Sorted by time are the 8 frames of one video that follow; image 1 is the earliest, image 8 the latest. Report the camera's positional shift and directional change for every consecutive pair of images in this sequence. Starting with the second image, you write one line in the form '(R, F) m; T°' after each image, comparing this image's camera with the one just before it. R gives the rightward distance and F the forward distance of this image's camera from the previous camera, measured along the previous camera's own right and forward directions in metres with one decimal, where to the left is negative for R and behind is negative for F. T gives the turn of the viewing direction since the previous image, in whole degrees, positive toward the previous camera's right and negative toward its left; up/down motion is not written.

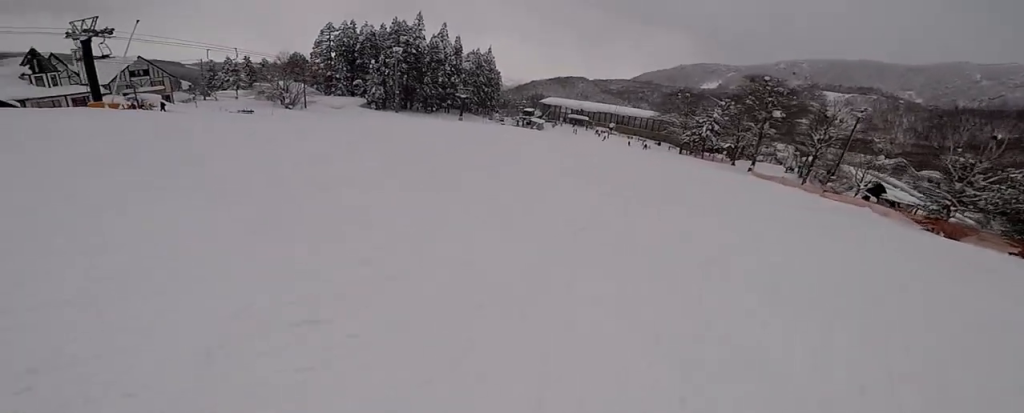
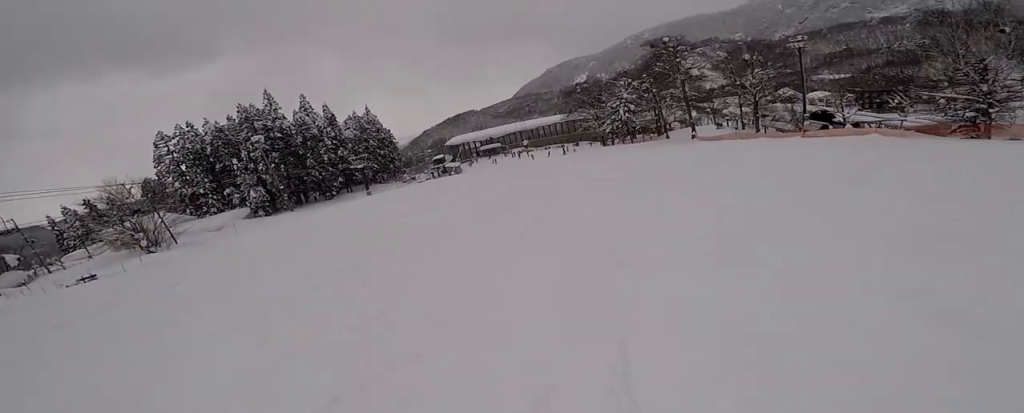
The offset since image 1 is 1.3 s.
(+1.2, +11.0) m; +12°
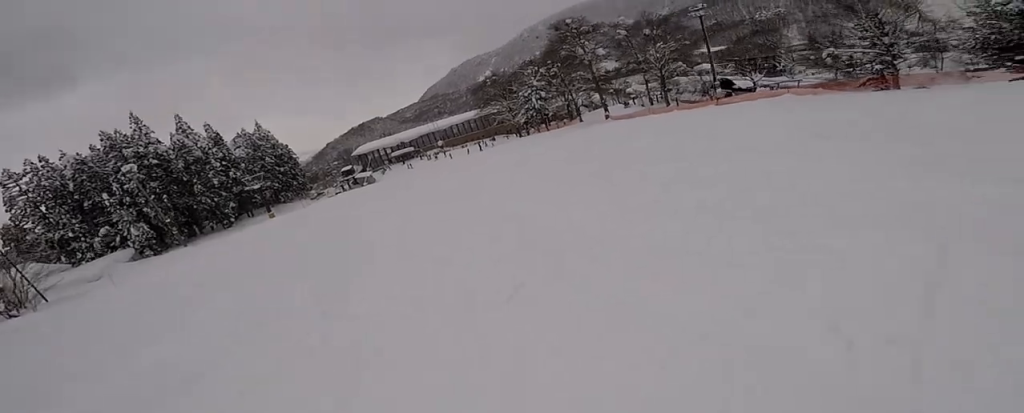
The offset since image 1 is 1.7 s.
(+0.2, +3.6) m; +4°
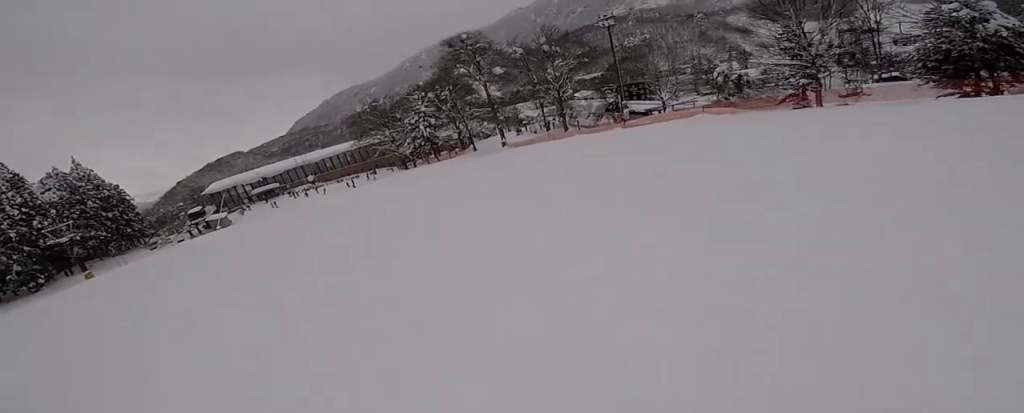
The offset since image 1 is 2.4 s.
(0.0, +6.3) m; +8°
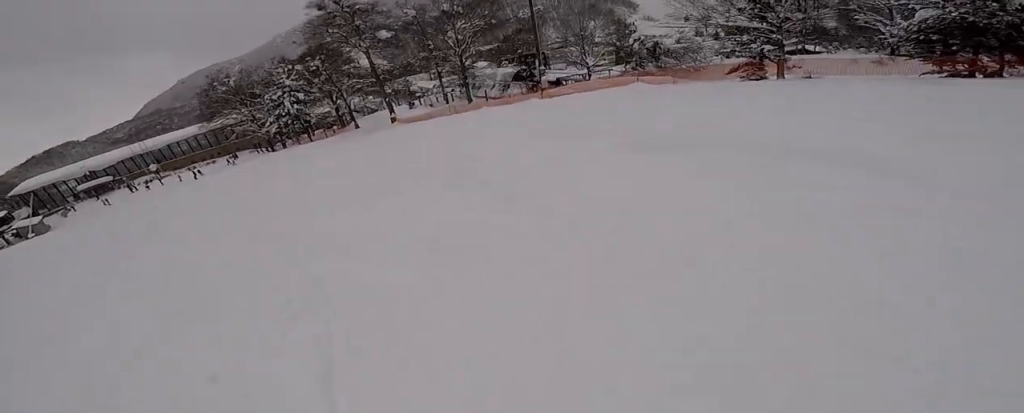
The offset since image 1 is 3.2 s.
(+1.0, +7.0) m; +9°
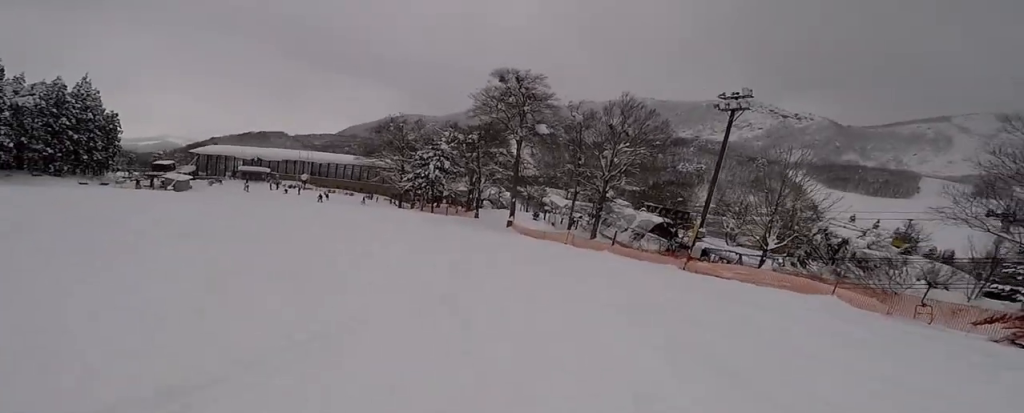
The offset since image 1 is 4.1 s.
(+0.5, +7.2) m; -1°
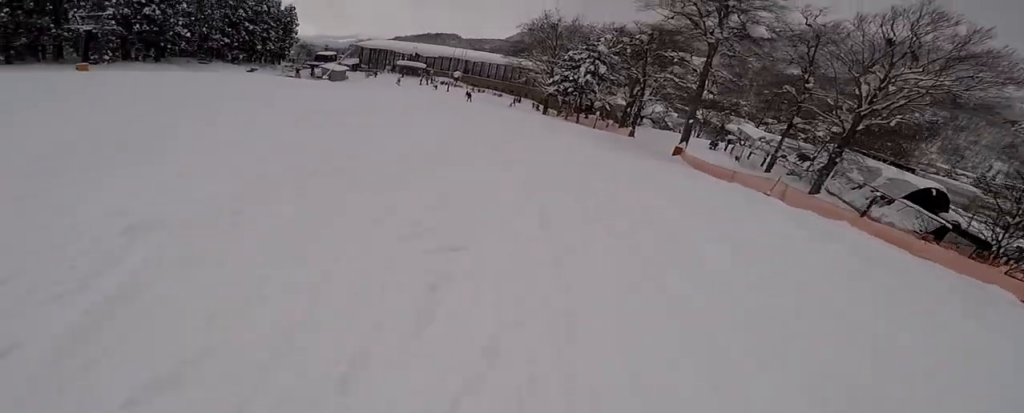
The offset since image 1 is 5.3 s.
(-1.3, +10.2) m; -21°
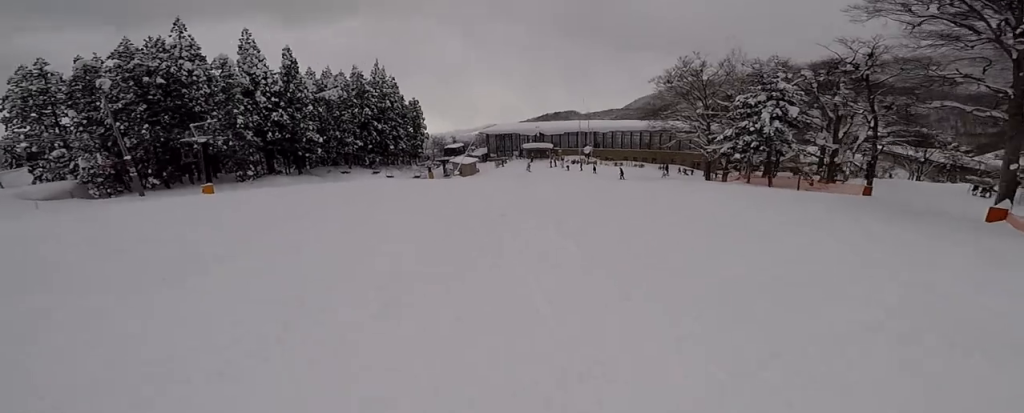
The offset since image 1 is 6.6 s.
(-2.3, +10.3) m; -18°
